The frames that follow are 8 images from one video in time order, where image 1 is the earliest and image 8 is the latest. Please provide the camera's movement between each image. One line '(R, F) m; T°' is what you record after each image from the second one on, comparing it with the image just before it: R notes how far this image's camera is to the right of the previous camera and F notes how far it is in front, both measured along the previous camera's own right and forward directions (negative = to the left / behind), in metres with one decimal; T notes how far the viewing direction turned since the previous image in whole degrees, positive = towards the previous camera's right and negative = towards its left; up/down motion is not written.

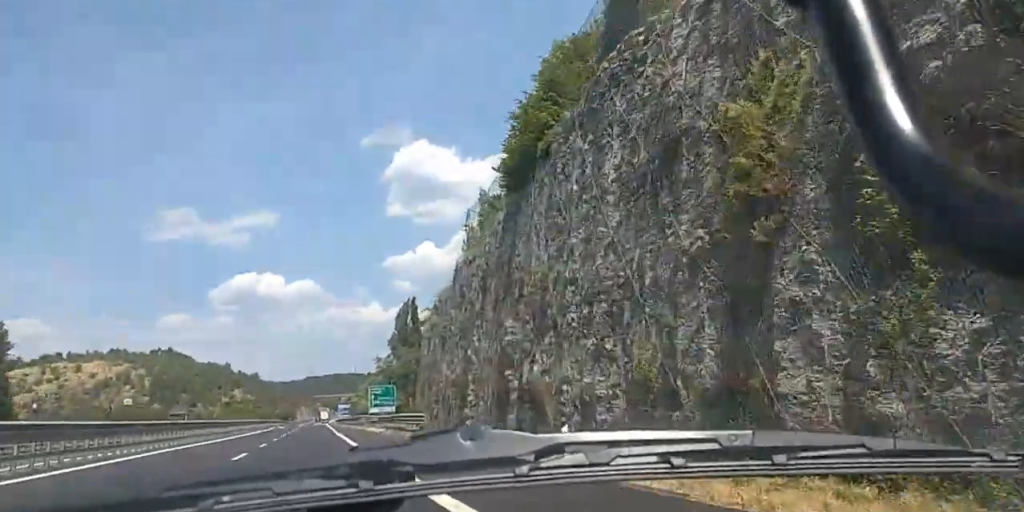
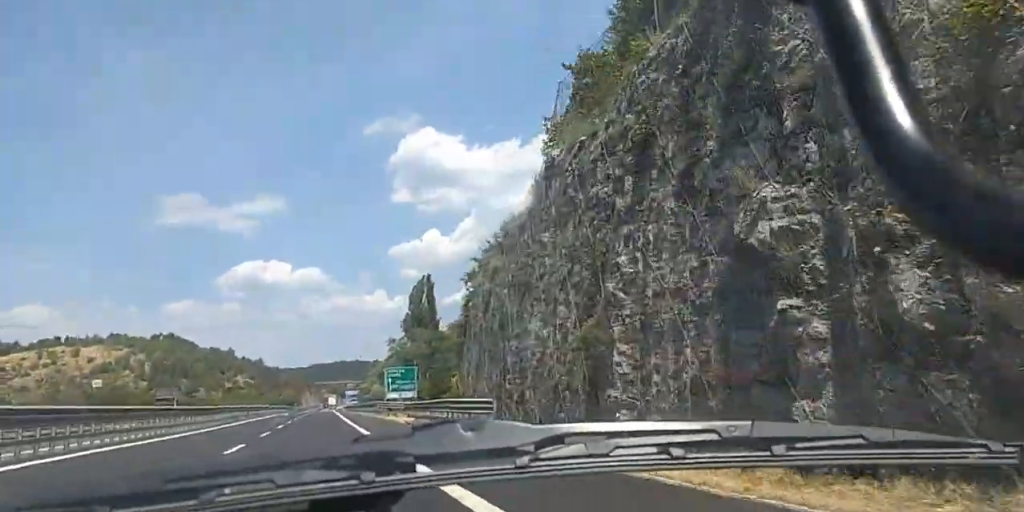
(-0.6, +16.6) m; 0°
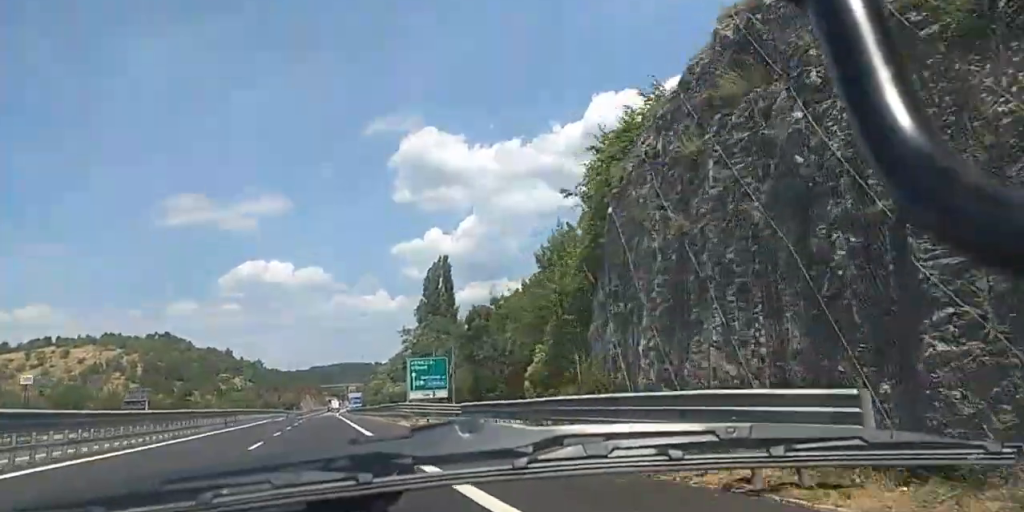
(+0.7, +20.6) m; +1°
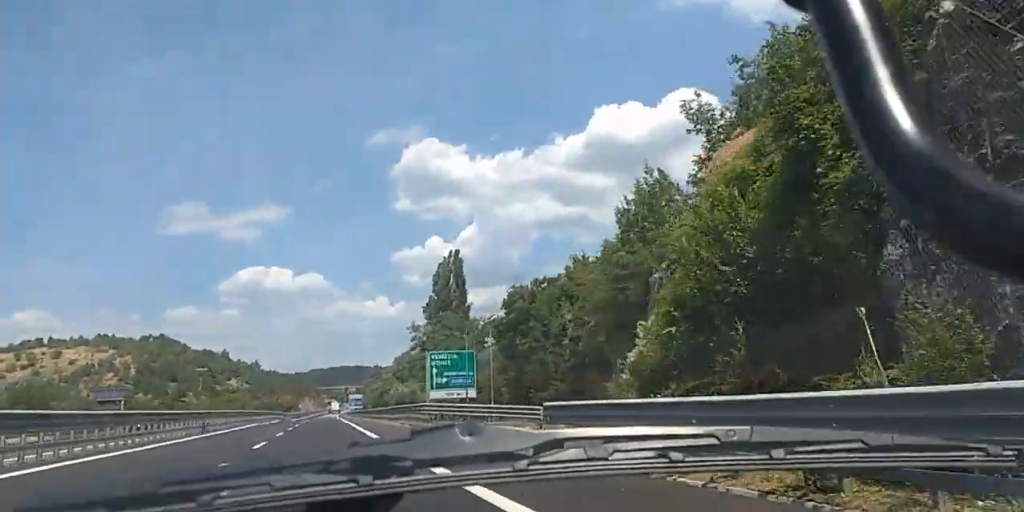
(+0.1, +12.3) m; +1°
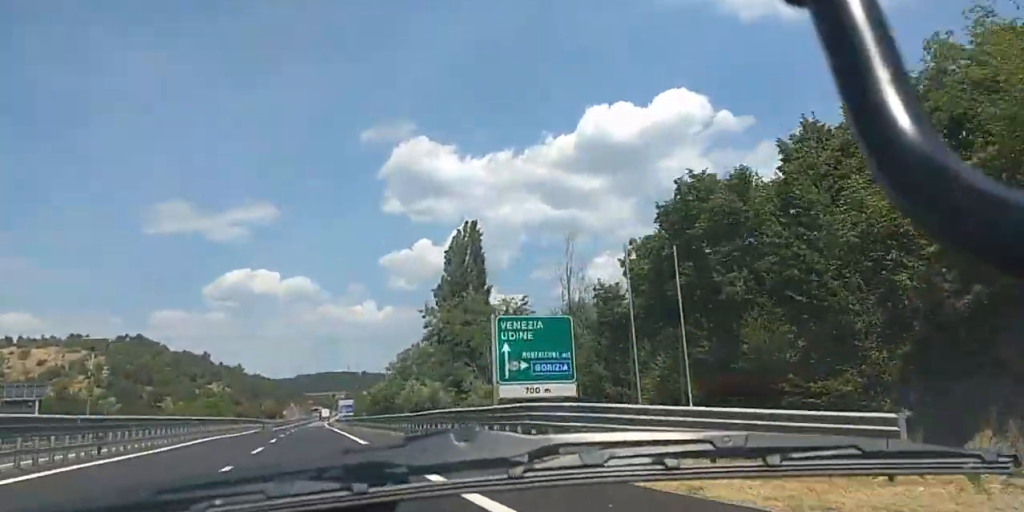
(0.0, +23.3) m; 0°
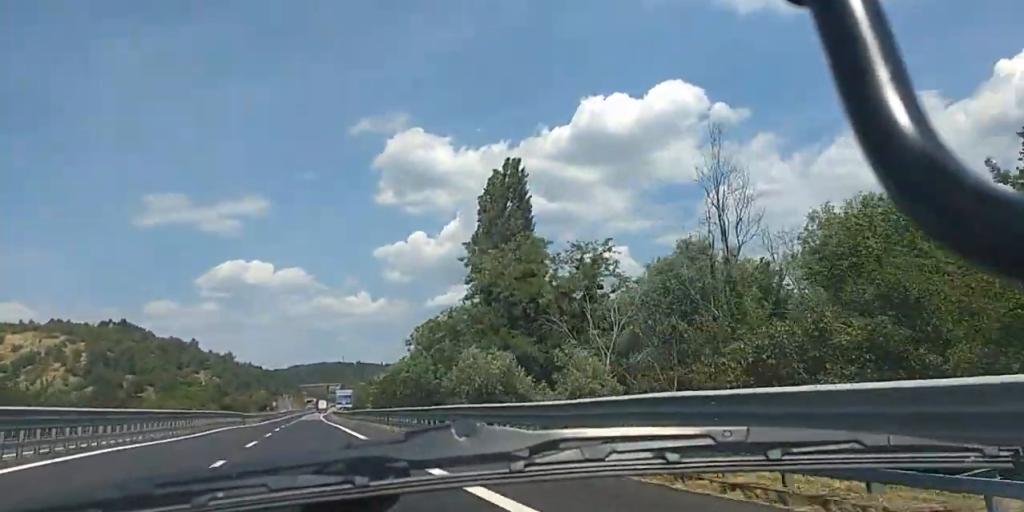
(-0.2, +24.6) m; 0°
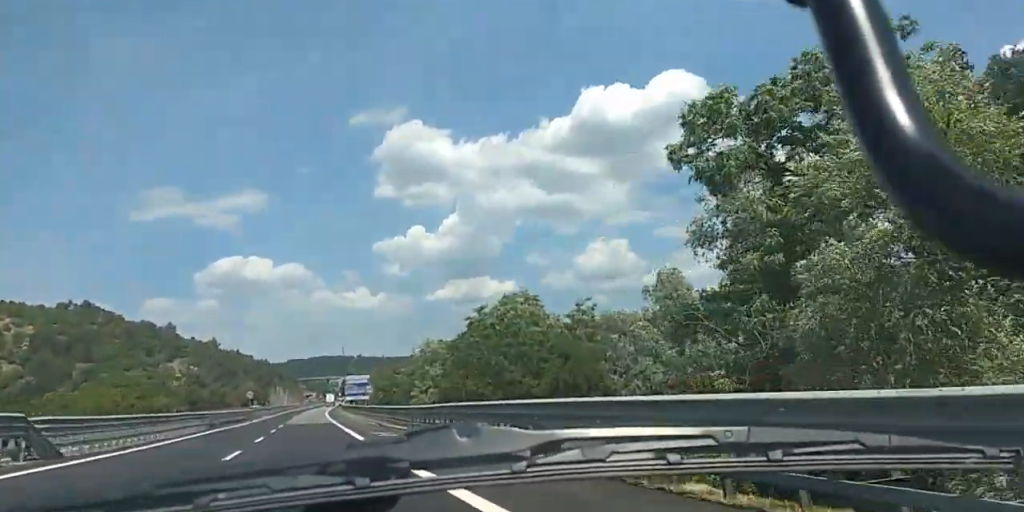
(+2.9, +64.7) m; +5°
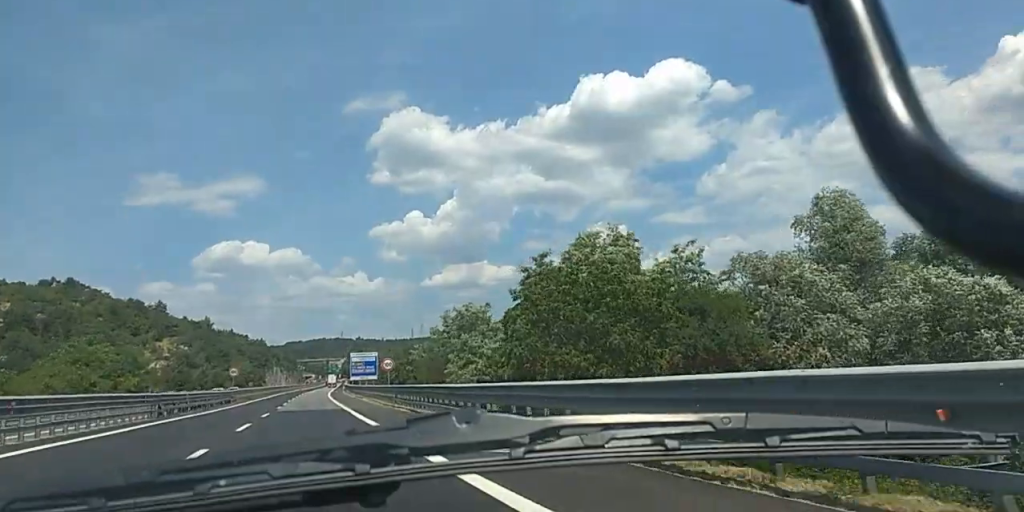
(+0.2, +20.3) m; -1°
